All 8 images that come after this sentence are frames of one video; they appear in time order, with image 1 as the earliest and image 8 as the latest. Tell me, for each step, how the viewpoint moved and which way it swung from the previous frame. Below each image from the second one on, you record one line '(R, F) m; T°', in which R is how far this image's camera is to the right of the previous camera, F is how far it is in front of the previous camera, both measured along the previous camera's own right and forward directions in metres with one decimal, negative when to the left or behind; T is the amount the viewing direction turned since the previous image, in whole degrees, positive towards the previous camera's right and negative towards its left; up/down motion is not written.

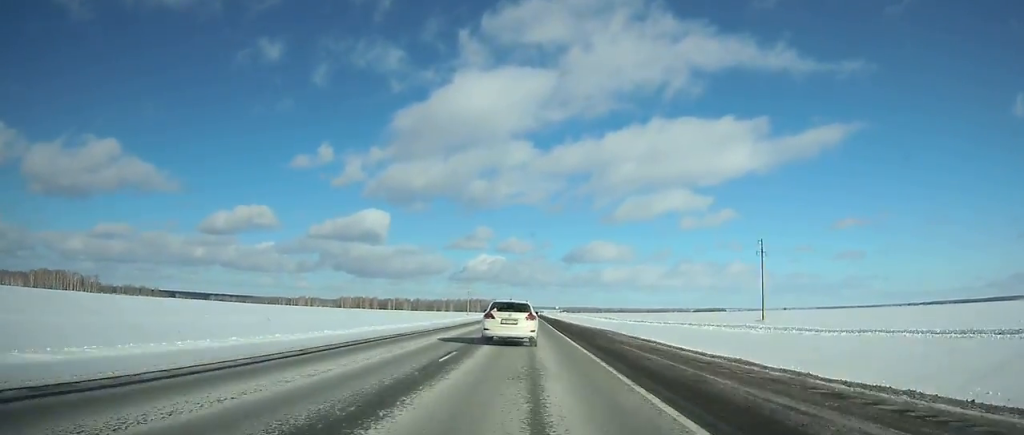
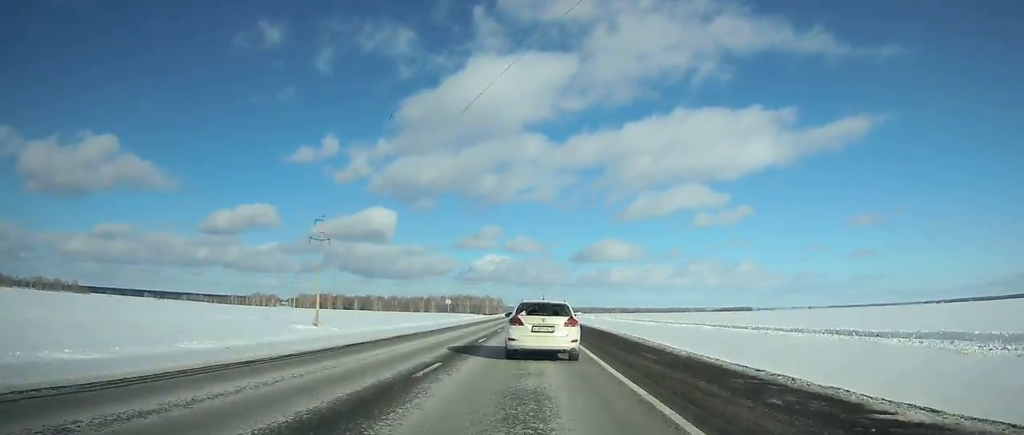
(0.0, +190.1) m; 0°
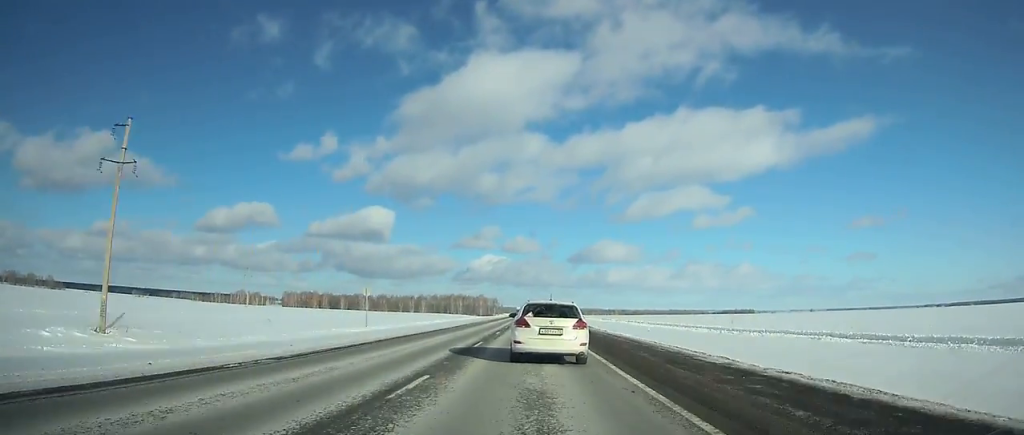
(-0.1, +39.3) m; 0°
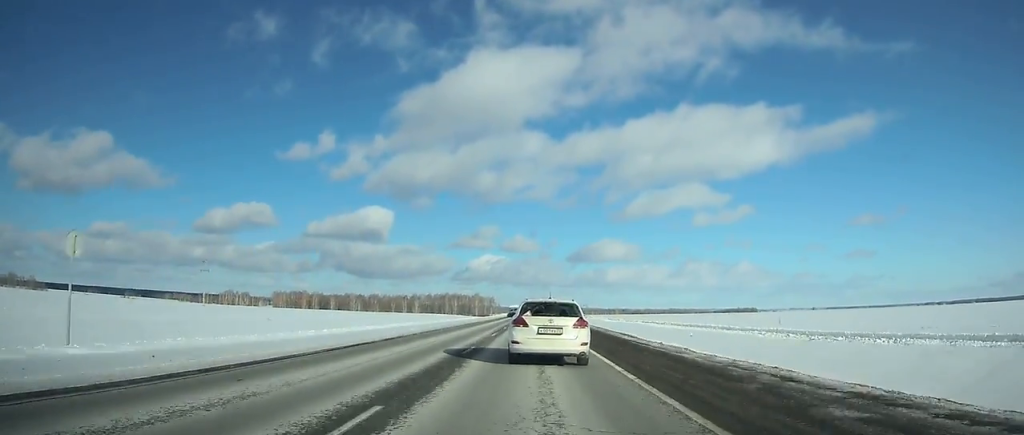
(+0.1, +27.6) m; 0°
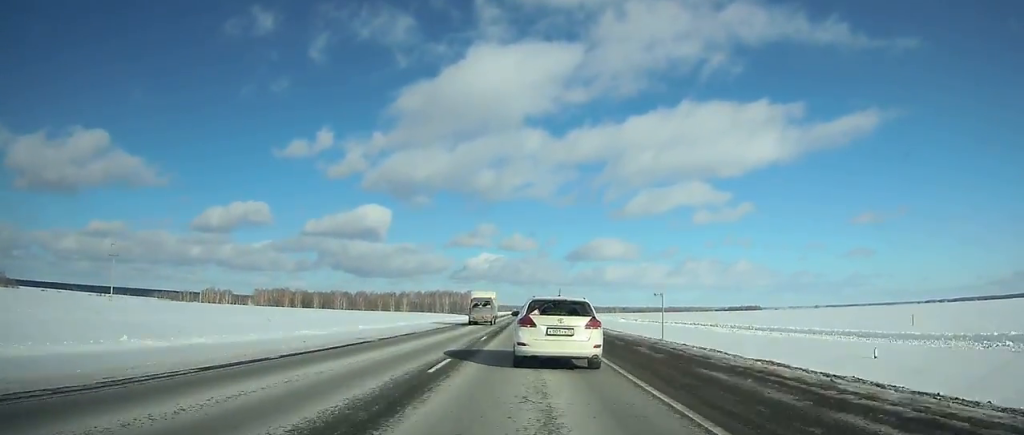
(+0.2, +41.5) m; 0°
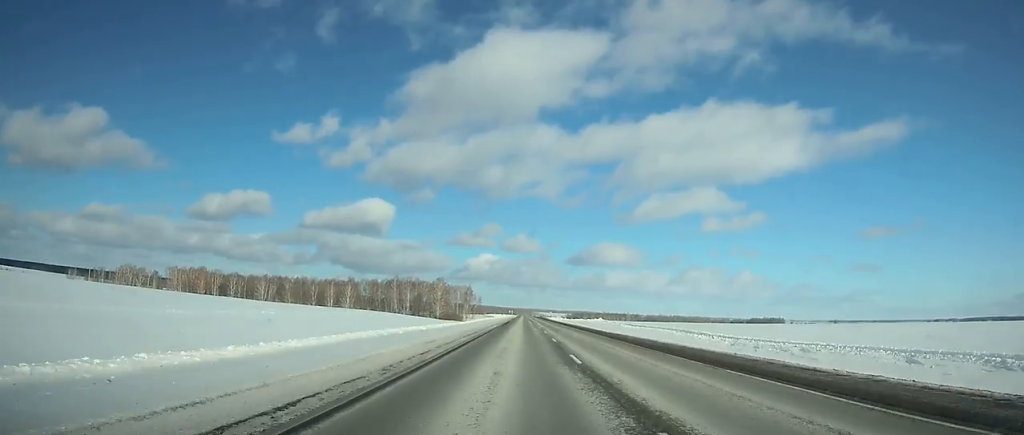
(-1.0, +167.6) m; +1°
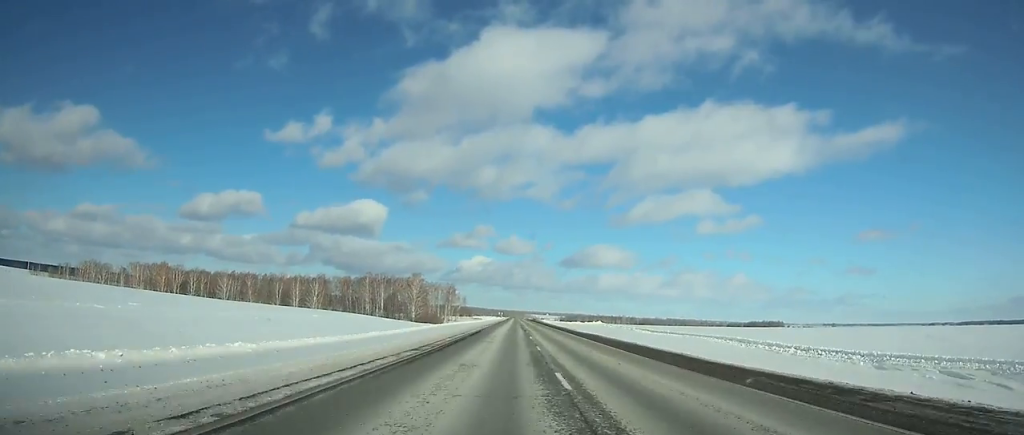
(+0.6, +42.9) m; 0°
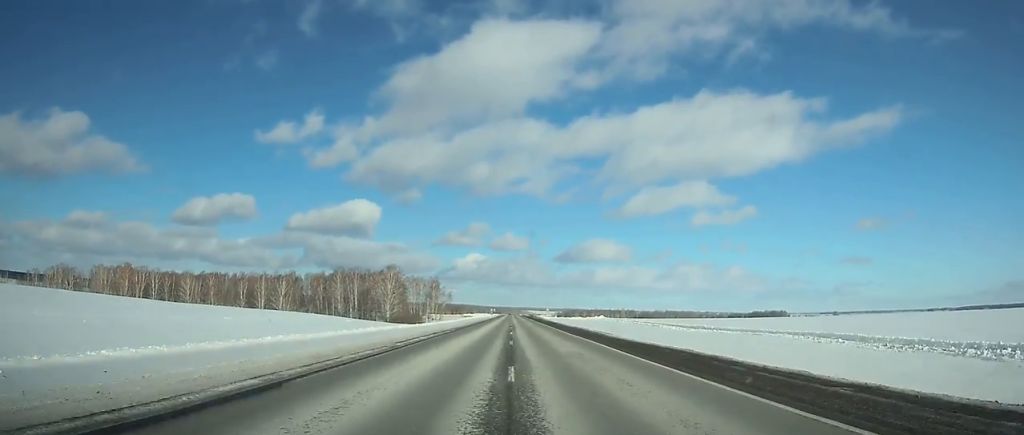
(+0.2, +37.6) m; 0°
